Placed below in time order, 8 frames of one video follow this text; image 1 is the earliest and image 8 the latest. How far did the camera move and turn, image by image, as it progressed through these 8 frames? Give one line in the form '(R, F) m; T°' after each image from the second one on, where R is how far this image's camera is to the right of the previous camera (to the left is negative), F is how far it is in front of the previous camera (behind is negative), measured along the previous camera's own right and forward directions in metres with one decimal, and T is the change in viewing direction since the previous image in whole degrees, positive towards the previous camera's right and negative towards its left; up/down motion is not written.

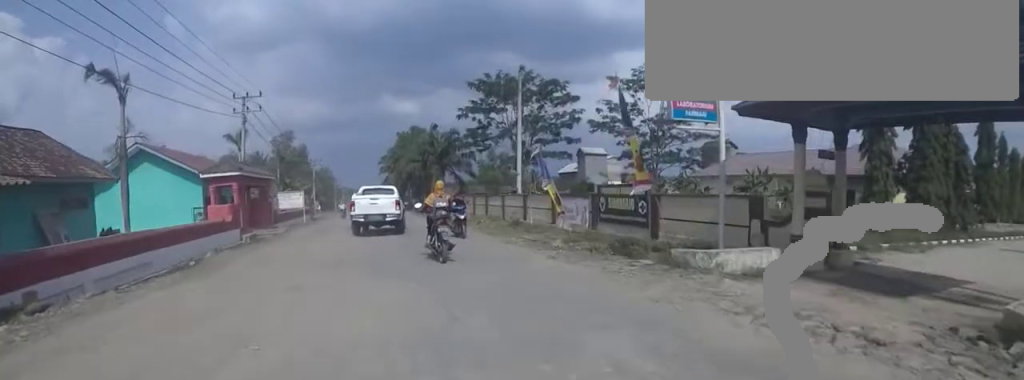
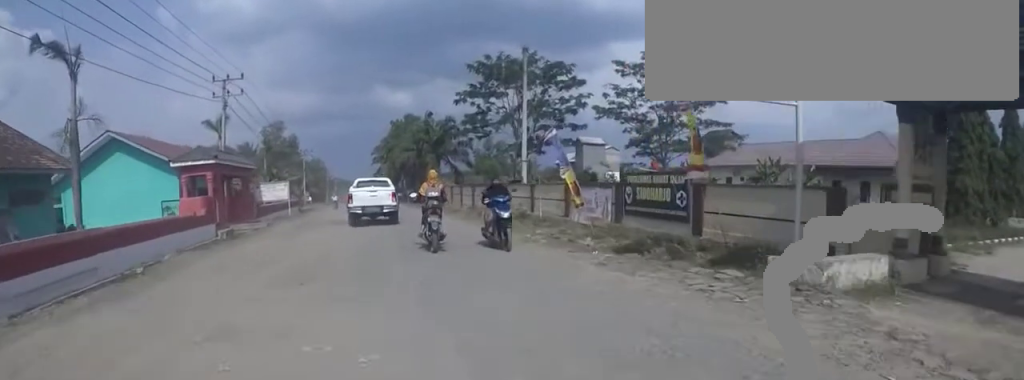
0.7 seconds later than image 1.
(0.0, +2.4) m; 0°
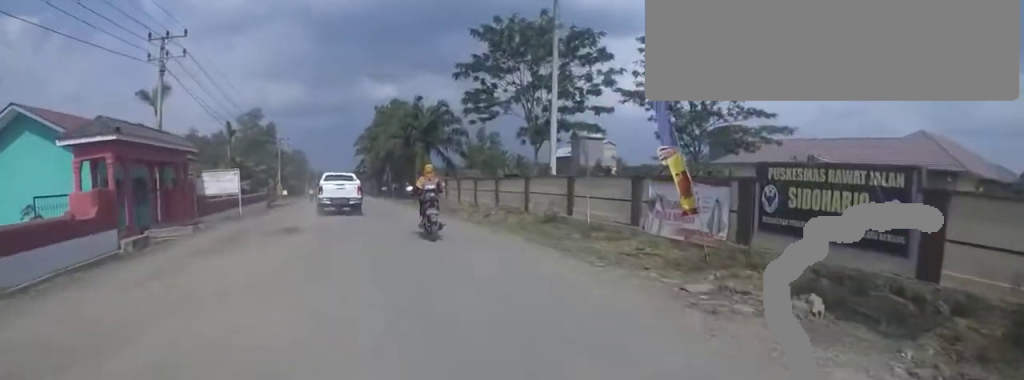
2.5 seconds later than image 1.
(0.0, +7.9) m; 0°
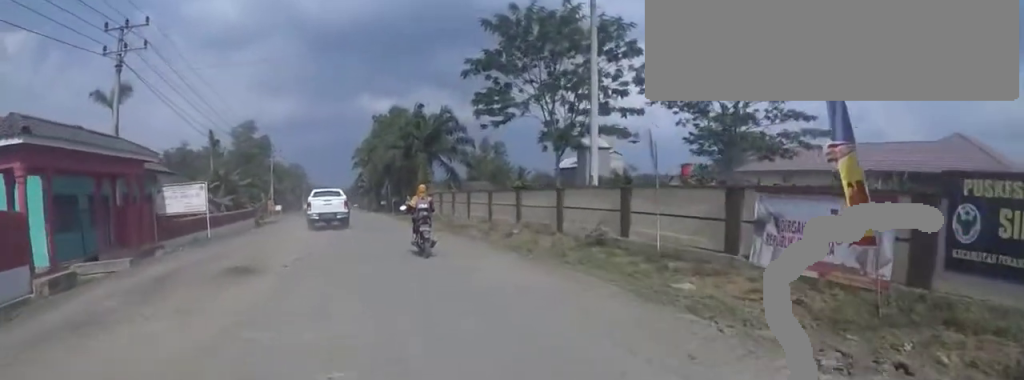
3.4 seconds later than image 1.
(0.0, +4.8) m; 0°
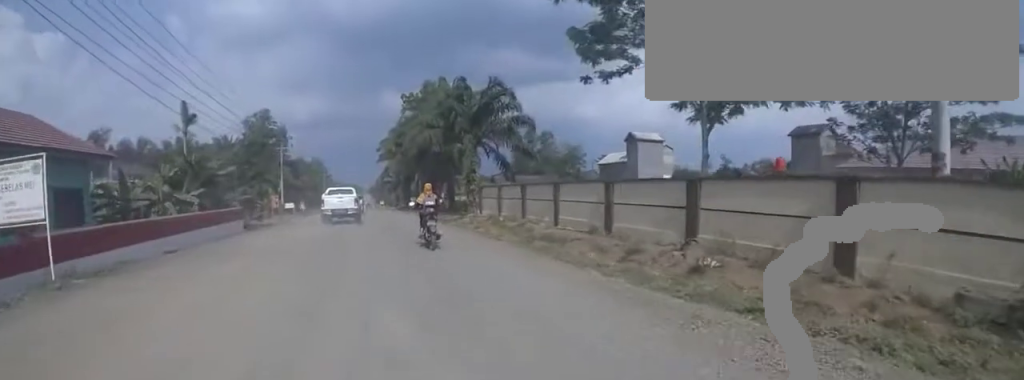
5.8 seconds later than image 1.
(-0.7, +11.6) m; -6°
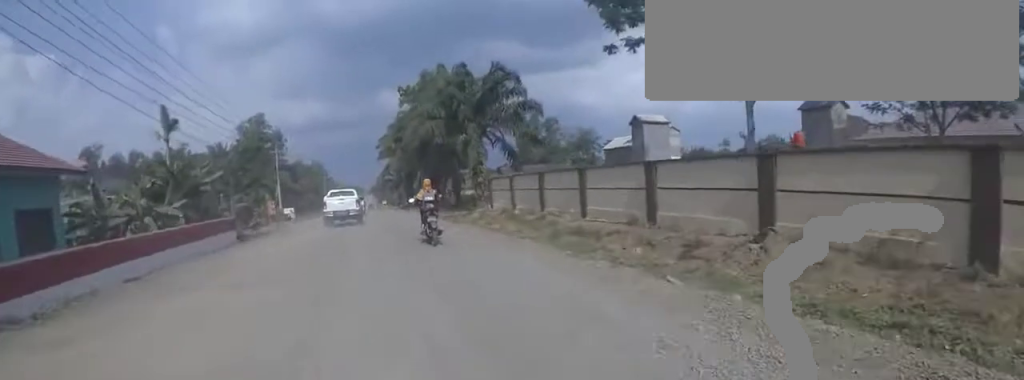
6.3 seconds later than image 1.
(0.0, +2.5) m; 0°
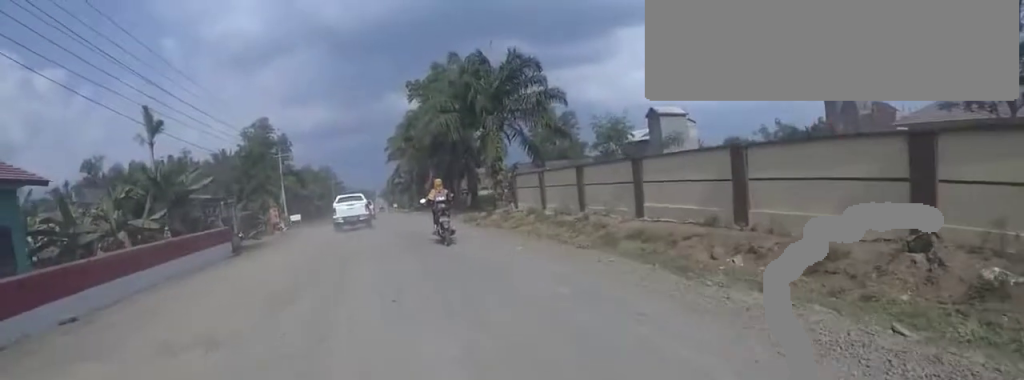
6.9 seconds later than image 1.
(0.0, +3.1) m; 0°
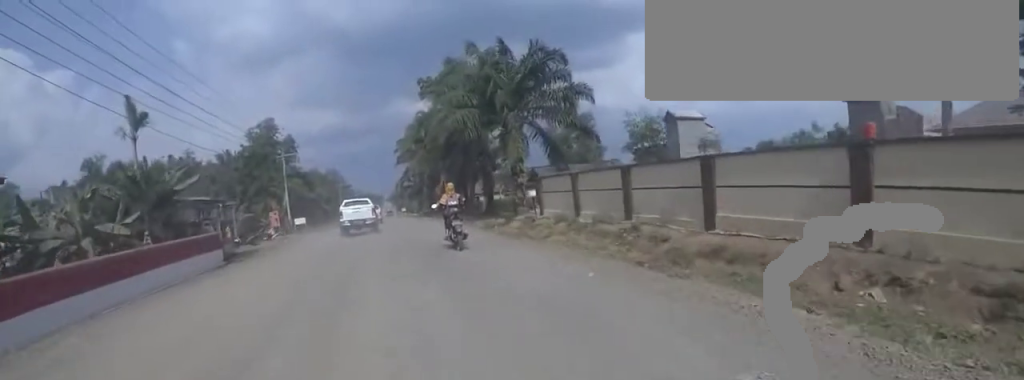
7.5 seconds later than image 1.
(0.0, +2.8) m; 0°
